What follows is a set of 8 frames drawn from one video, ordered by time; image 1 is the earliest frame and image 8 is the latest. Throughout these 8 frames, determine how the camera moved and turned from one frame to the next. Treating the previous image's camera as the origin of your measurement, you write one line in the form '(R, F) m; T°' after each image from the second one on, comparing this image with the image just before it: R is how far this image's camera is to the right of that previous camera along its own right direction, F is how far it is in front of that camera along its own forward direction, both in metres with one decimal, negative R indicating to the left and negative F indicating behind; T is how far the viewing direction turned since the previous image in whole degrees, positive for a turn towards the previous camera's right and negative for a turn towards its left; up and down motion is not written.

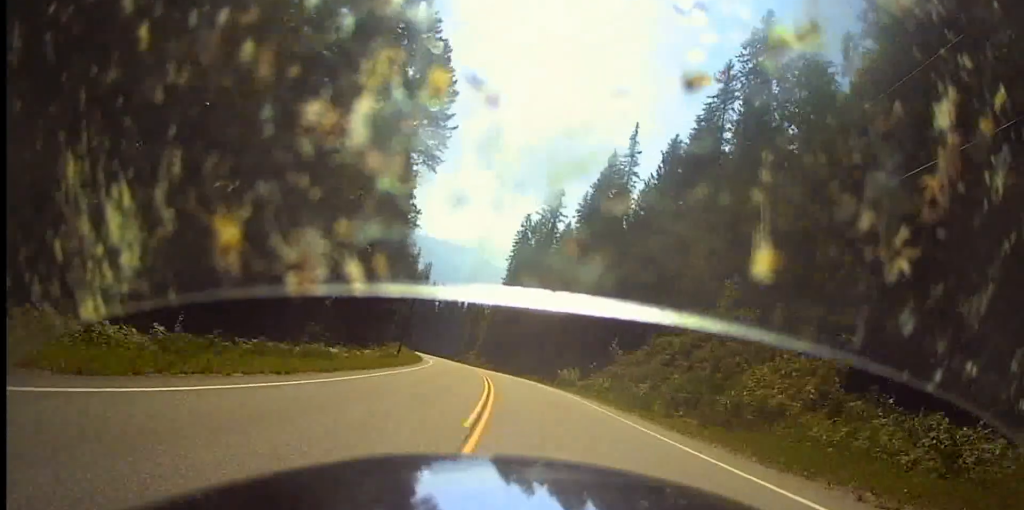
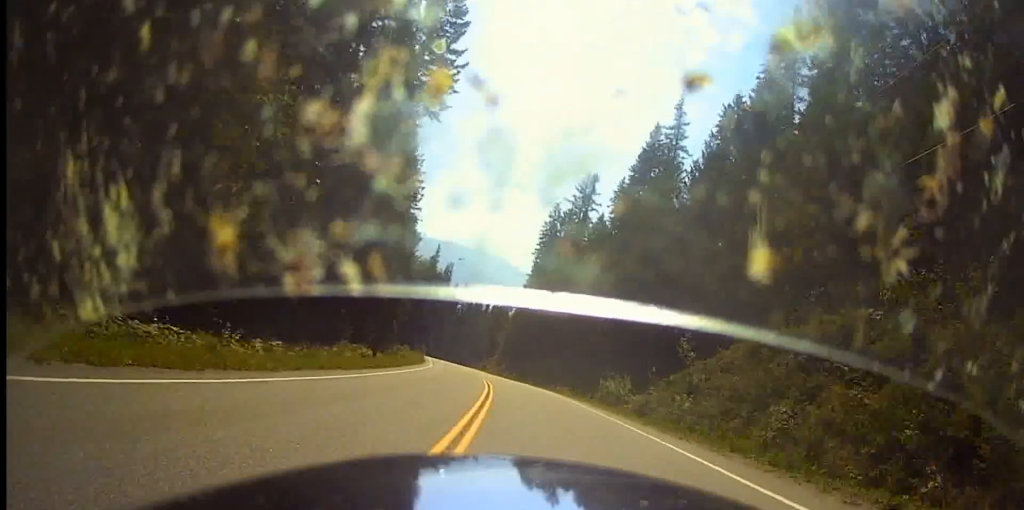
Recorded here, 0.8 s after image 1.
(-0.2, +15.9) m; -3°
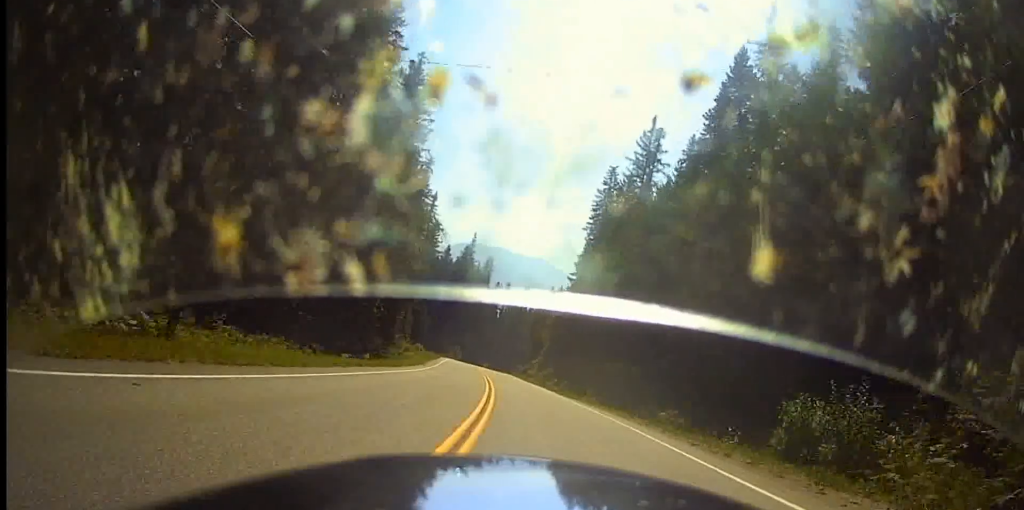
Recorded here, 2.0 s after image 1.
(-1.5, +25.4) m; -5°
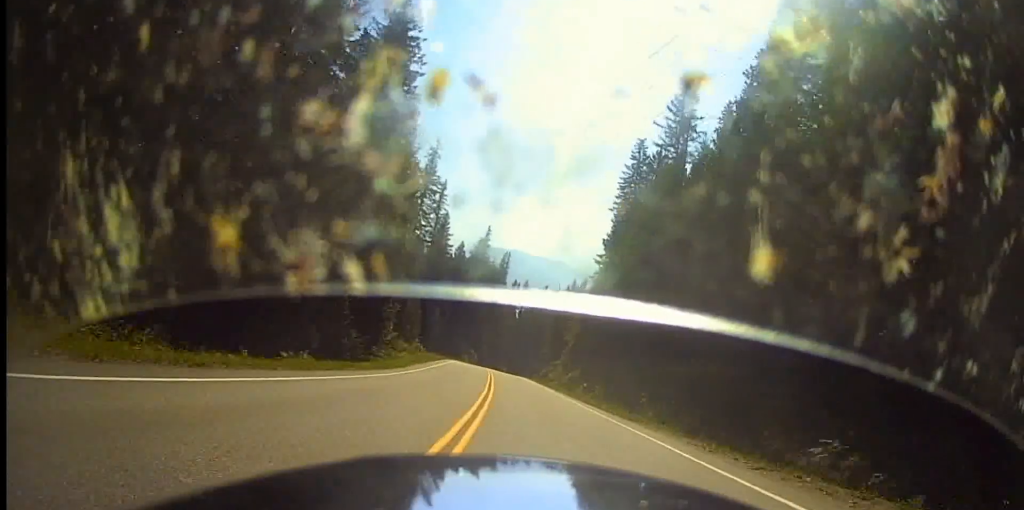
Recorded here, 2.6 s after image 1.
(-0.1, +13.1) m; -2°
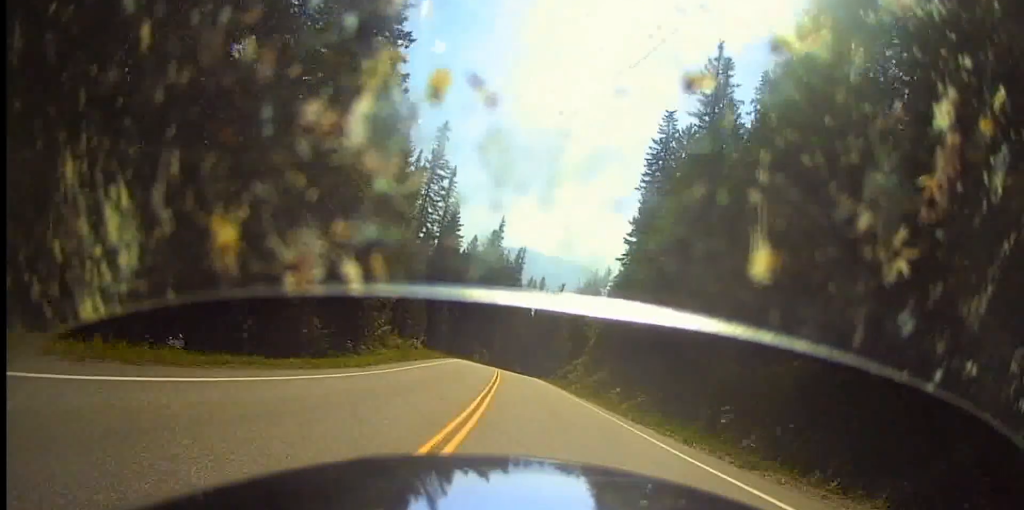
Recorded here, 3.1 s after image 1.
(+0.4, +10.4) m; -2°
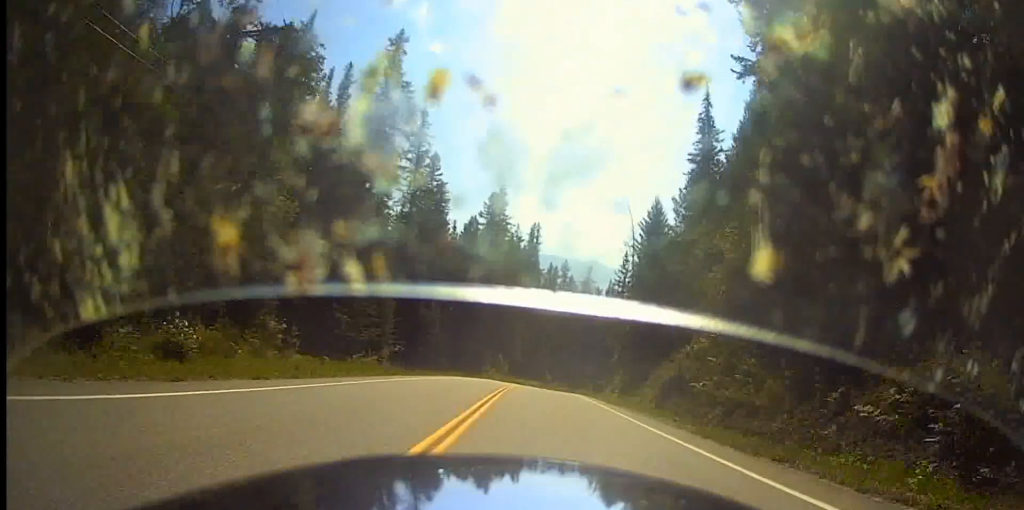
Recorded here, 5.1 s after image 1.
(-1.2, +41.7) m; 0°
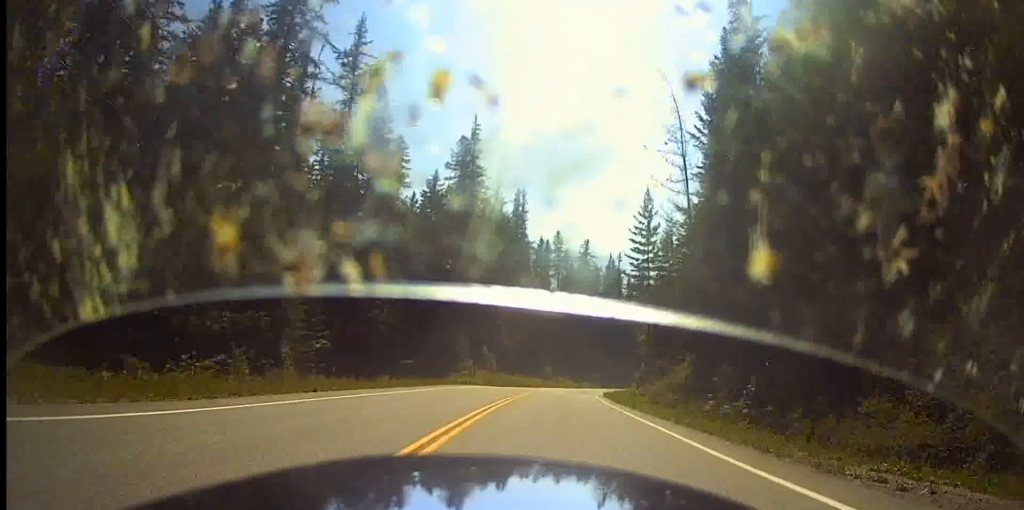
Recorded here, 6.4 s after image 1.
(+0.3, +27.2) m; +3°
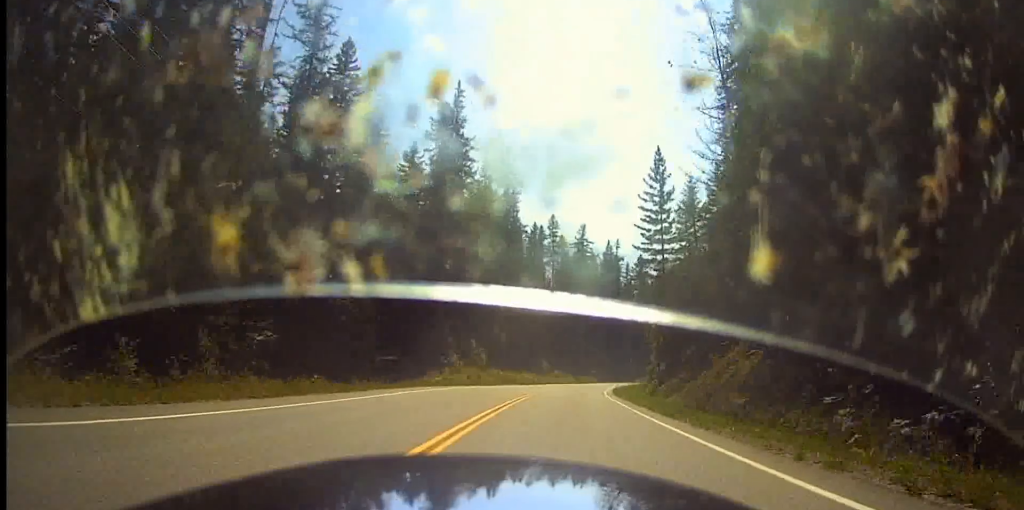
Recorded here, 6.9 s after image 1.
(+0.2, +10.6) m; +2°
